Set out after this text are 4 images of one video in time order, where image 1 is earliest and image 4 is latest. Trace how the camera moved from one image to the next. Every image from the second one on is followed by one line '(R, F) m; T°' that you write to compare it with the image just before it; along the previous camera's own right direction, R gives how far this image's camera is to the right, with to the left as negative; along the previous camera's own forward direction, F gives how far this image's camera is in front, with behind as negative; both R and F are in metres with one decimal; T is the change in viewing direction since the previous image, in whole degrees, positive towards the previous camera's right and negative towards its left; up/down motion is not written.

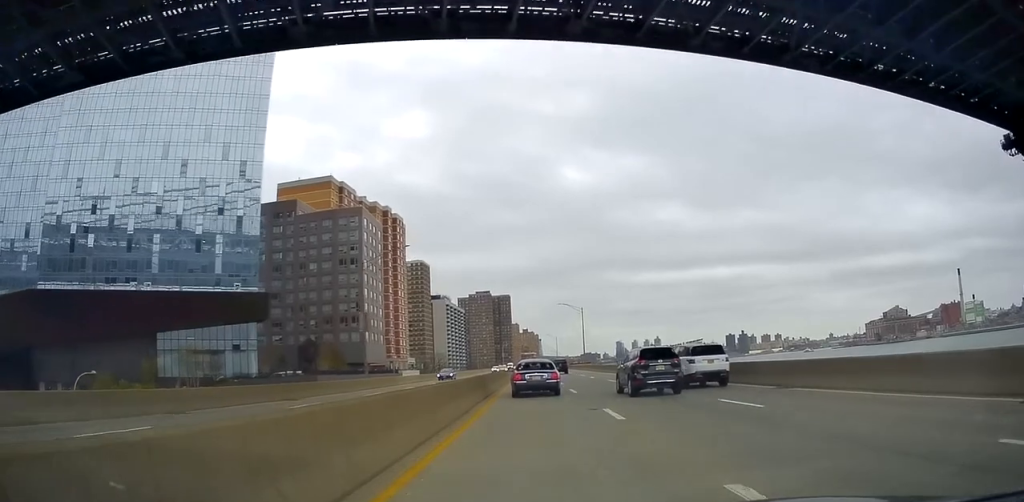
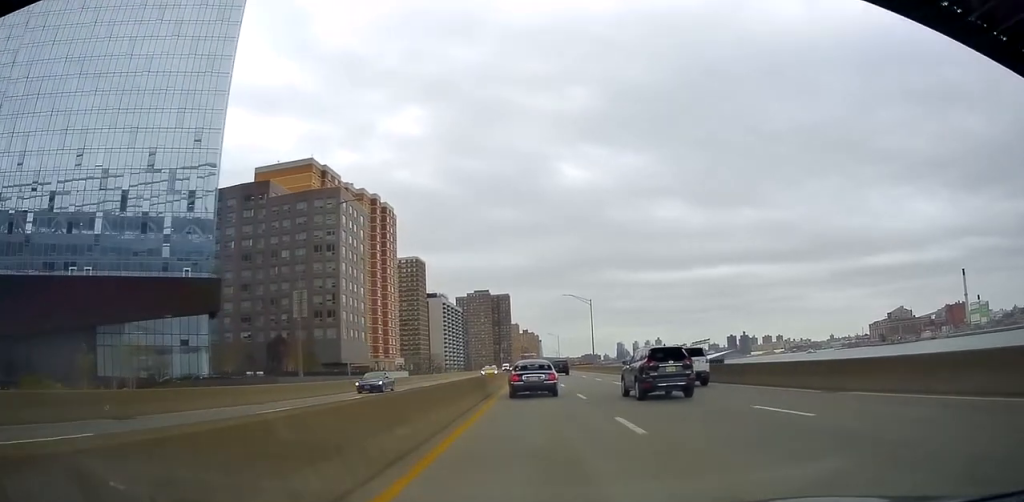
(0.0, +15.2) m; 0°
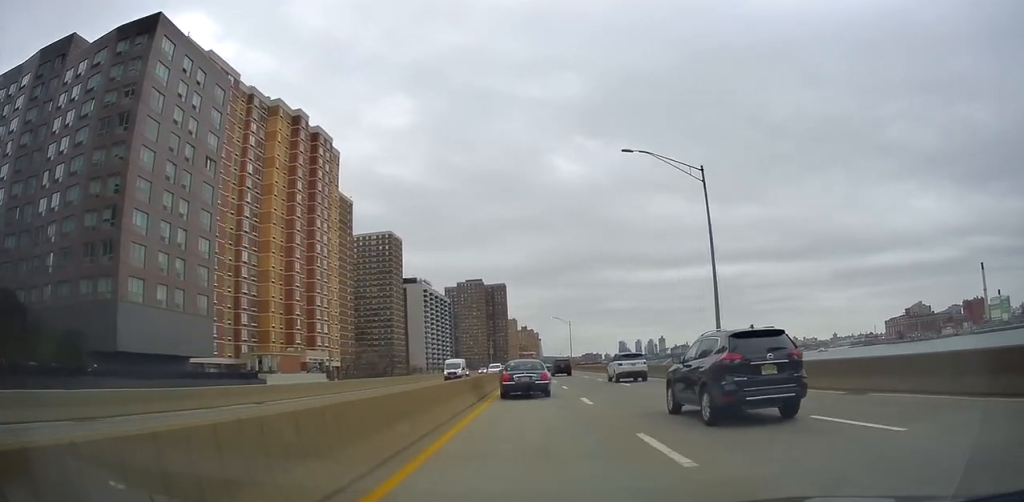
(+0.2, +62.5) m; 0°
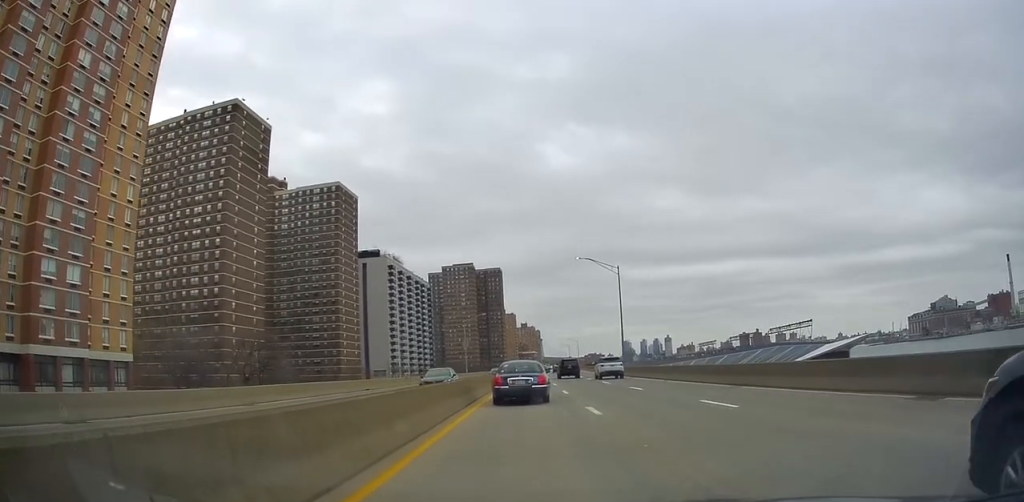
(+1.0, +74.7) m; 0°
